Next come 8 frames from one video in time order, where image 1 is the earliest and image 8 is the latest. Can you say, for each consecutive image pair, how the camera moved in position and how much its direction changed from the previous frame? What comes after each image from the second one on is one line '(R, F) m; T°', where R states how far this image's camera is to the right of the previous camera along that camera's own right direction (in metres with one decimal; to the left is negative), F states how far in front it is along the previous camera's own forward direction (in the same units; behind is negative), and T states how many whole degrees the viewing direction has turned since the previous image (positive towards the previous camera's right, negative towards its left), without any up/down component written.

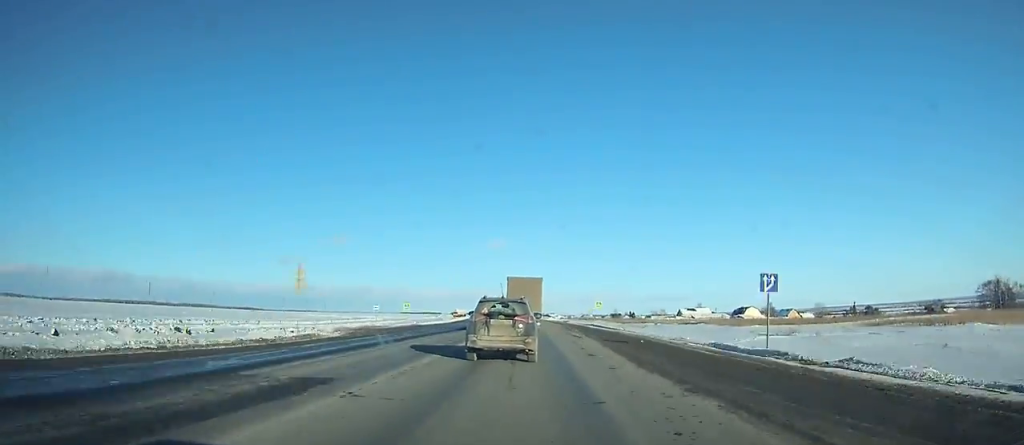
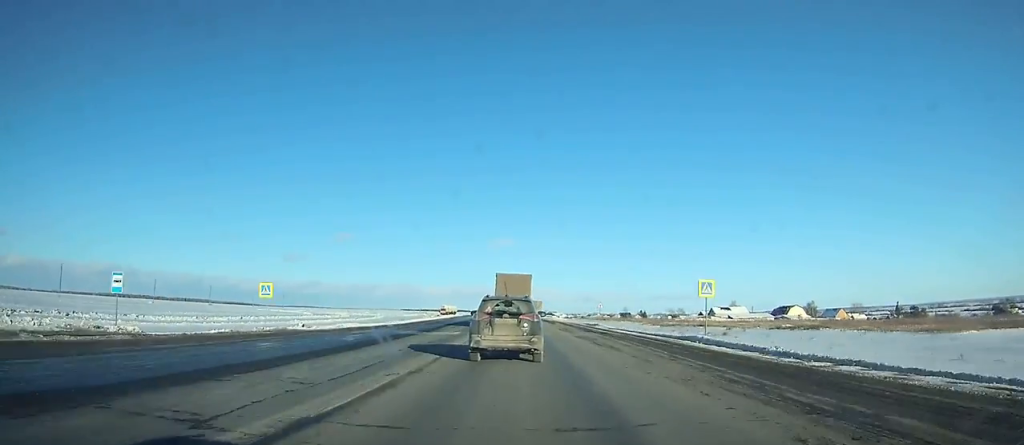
(-0.5, +45.7) m; -1°
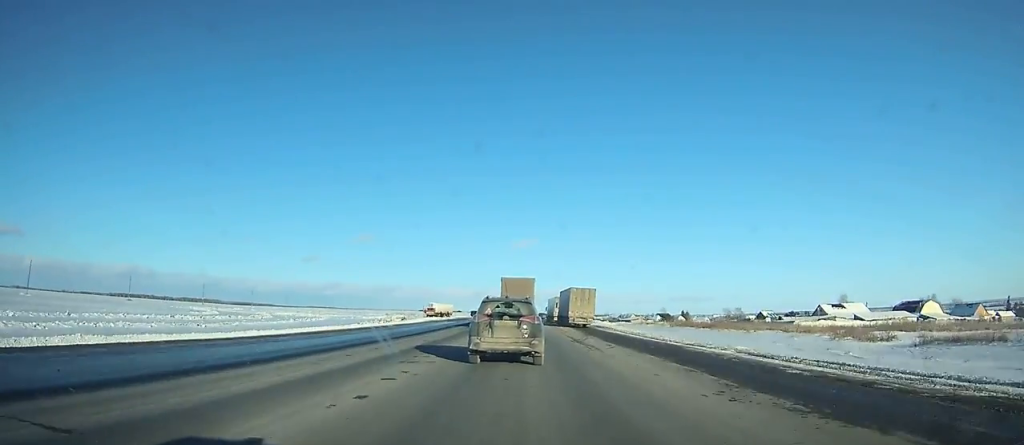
(-1.1, +74.5) m; -2°
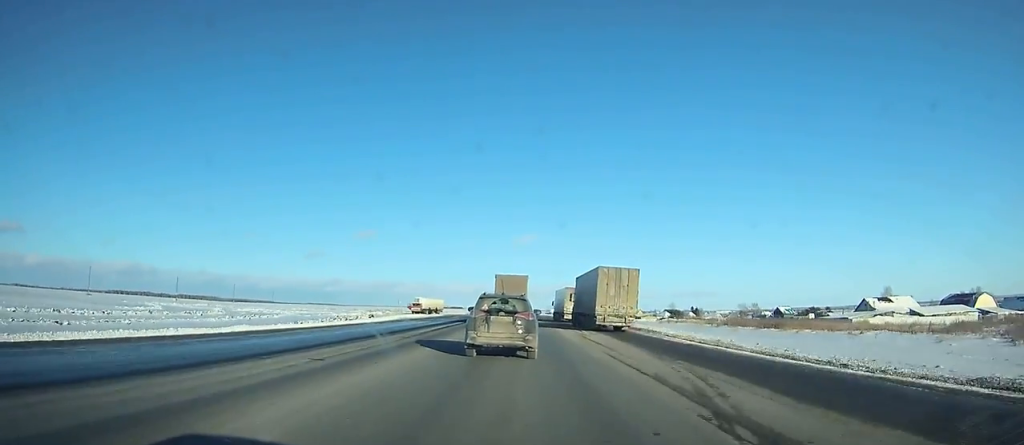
(-0.1, +22.2) m; -1°
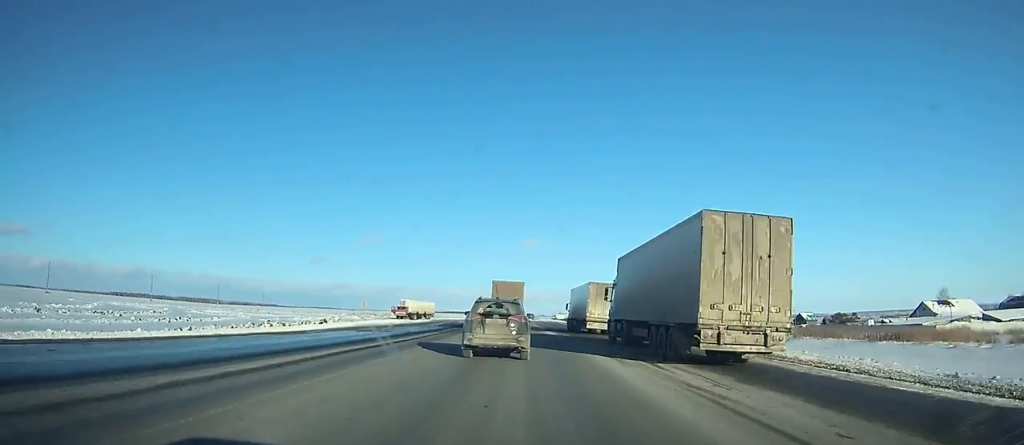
(+0.1, +22.3) m; -1°
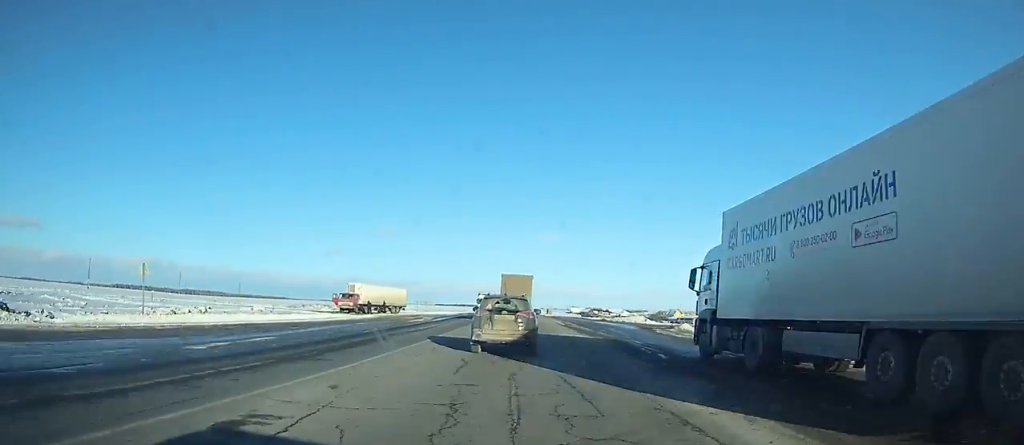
(-0.6, +42.9) m; -1°
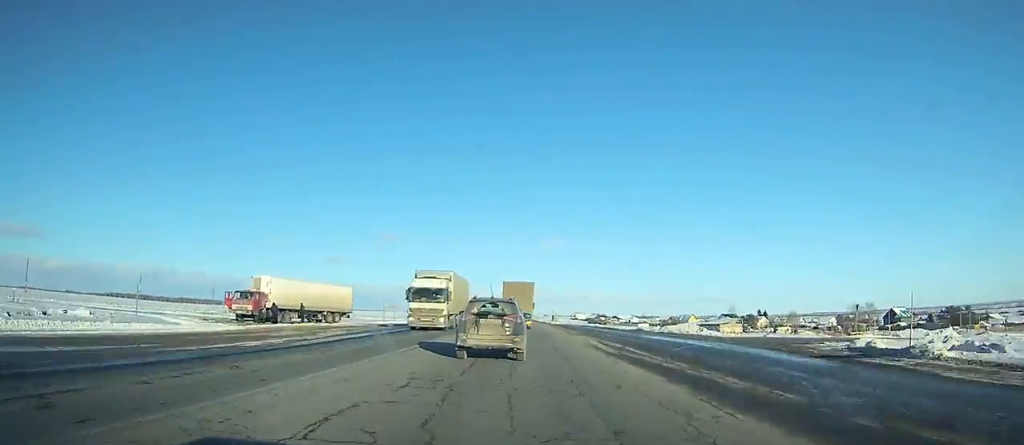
(-0.1, +27.8) m; 0°
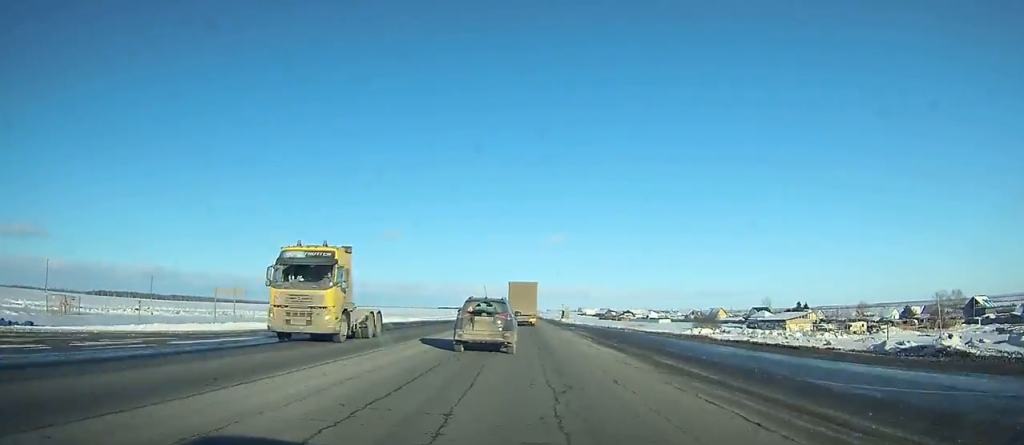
(-0.1, +51.3) m; 0°
